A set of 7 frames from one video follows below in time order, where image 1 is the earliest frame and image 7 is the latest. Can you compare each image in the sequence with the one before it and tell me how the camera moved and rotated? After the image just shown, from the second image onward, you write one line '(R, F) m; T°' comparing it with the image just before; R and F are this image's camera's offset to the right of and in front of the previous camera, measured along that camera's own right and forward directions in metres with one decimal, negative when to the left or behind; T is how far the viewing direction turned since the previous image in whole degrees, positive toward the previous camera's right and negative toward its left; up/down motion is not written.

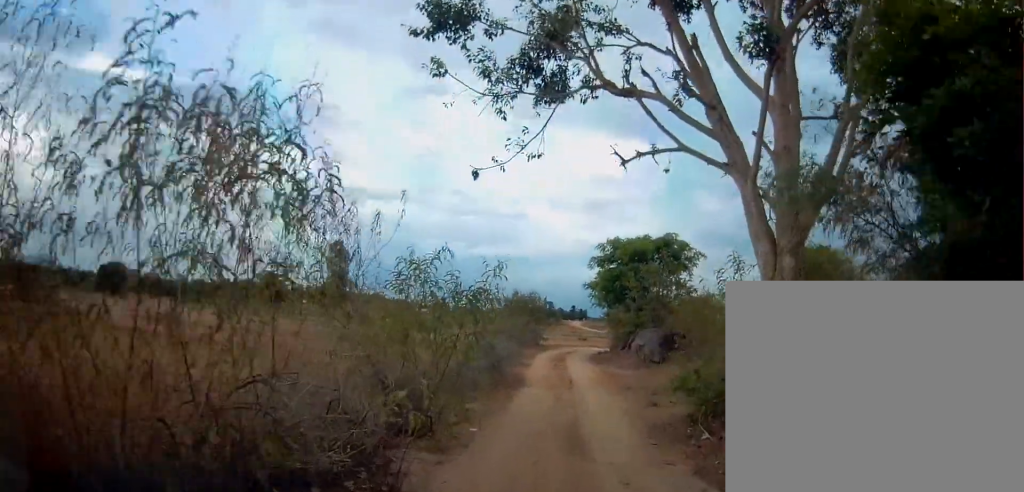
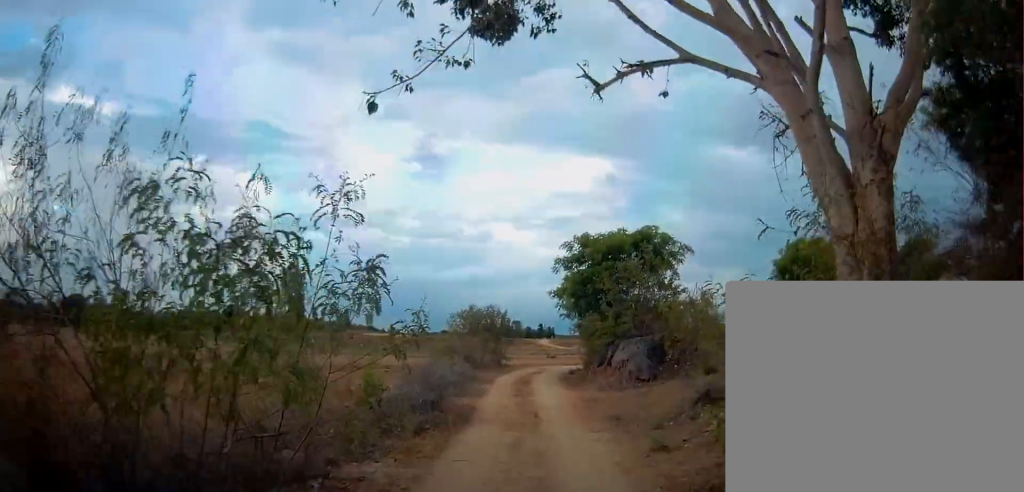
(+0.1, +4.5) m; -1°
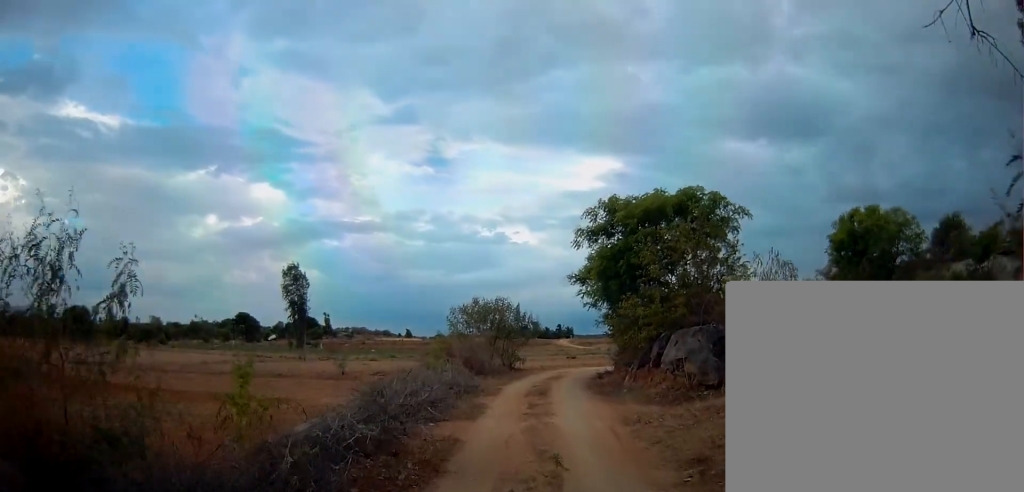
(+0.1, +5.1) m; +5°
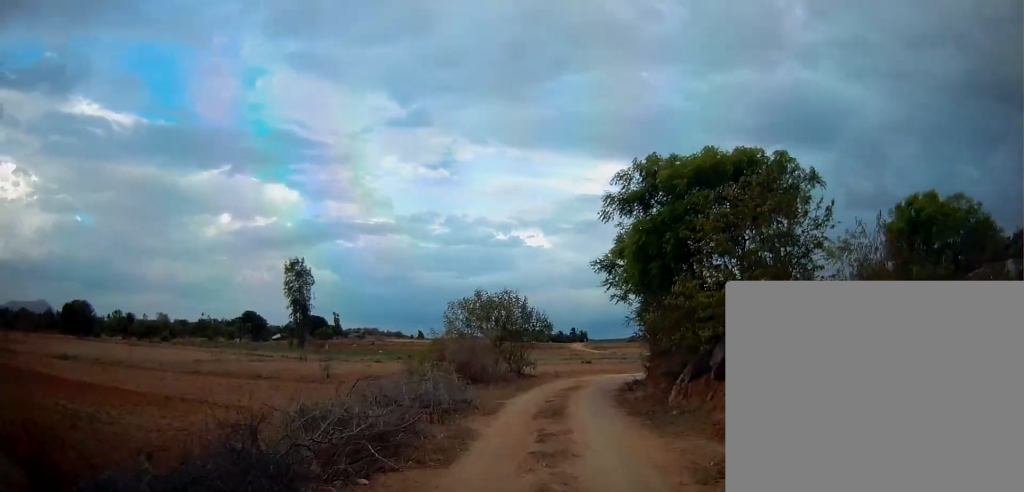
(0.0, +4.1) m; -5°
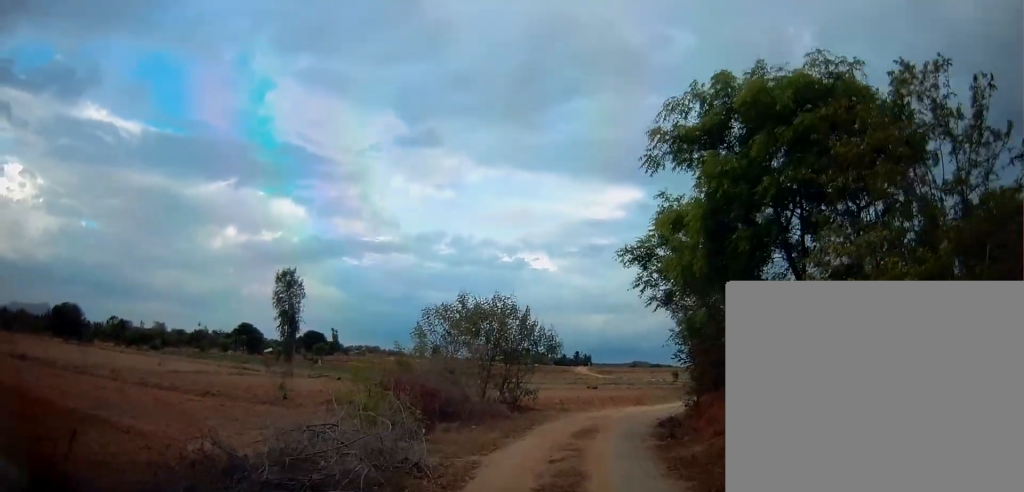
(-0.3, +5.2) m; +1°
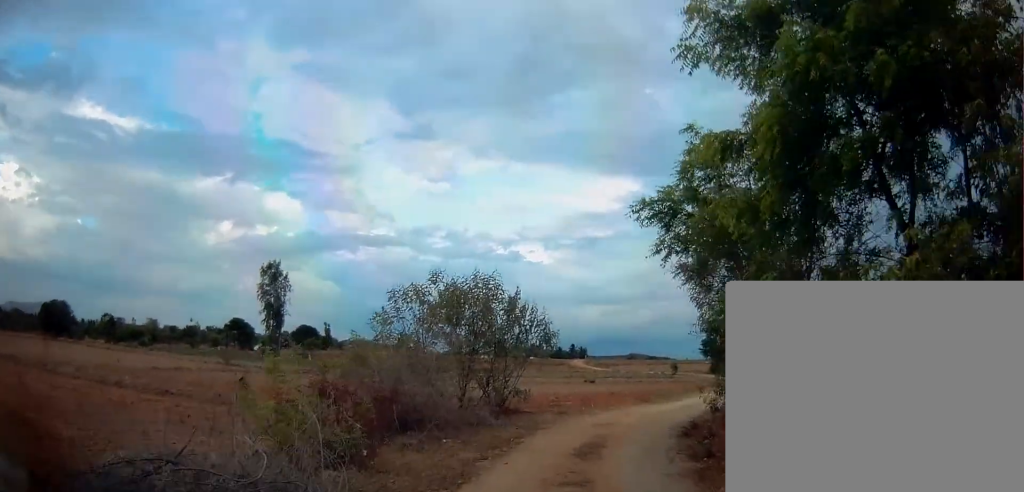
(+0.2, +2.9) m; +4°
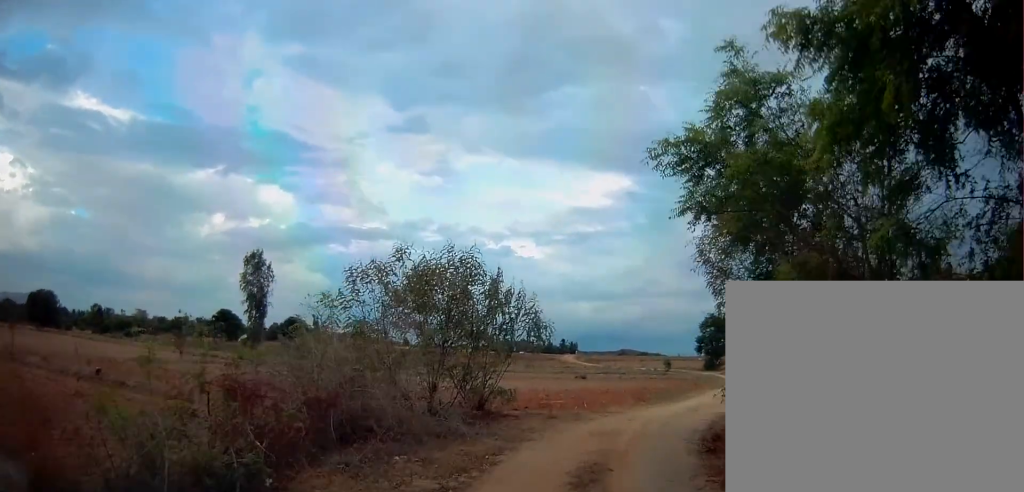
(0.0, +2.3) m; 0°
